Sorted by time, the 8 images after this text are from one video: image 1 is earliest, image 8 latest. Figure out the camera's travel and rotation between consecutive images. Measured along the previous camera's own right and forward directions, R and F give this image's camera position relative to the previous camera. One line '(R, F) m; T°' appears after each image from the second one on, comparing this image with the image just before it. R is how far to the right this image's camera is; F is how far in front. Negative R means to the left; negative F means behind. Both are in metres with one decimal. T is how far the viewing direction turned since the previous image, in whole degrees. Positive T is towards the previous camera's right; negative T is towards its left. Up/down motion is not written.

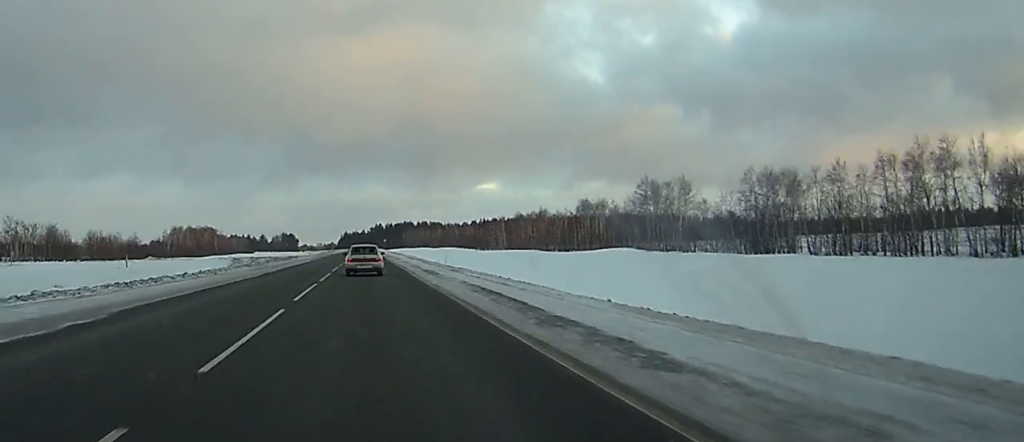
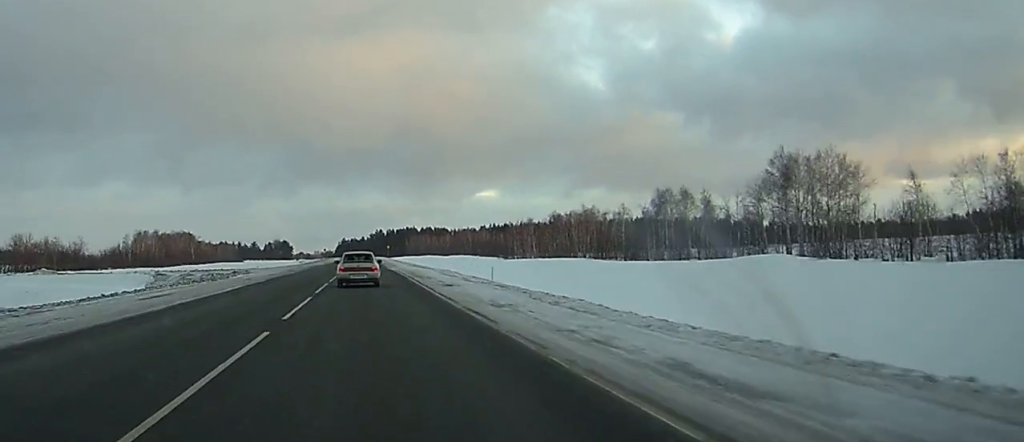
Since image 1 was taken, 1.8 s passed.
(+0.3, +51.9) m; 0°
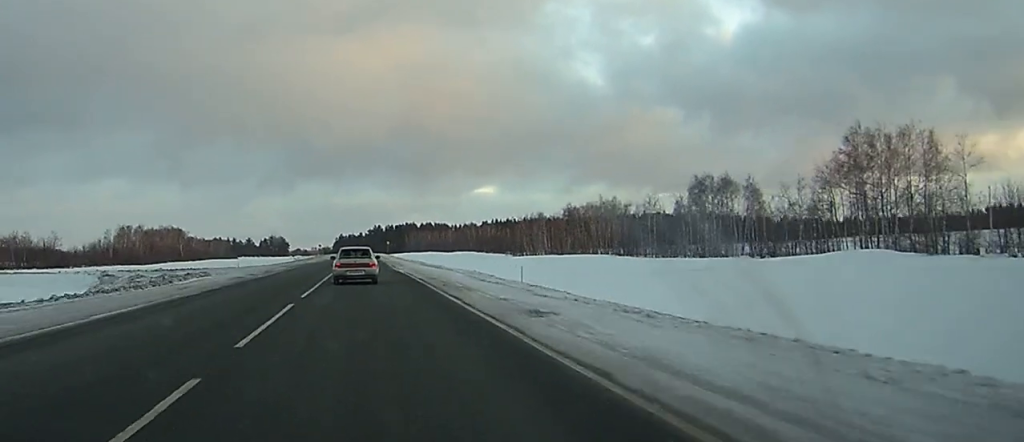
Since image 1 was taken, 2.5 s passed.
(0.0, +17.7) m; 0°
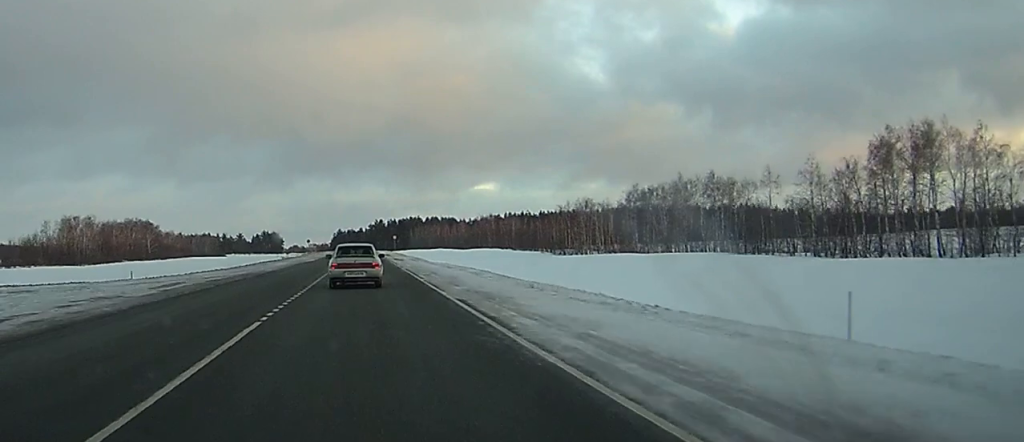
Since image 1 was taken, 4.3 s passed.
(+0.2, +49.7) m; 0°
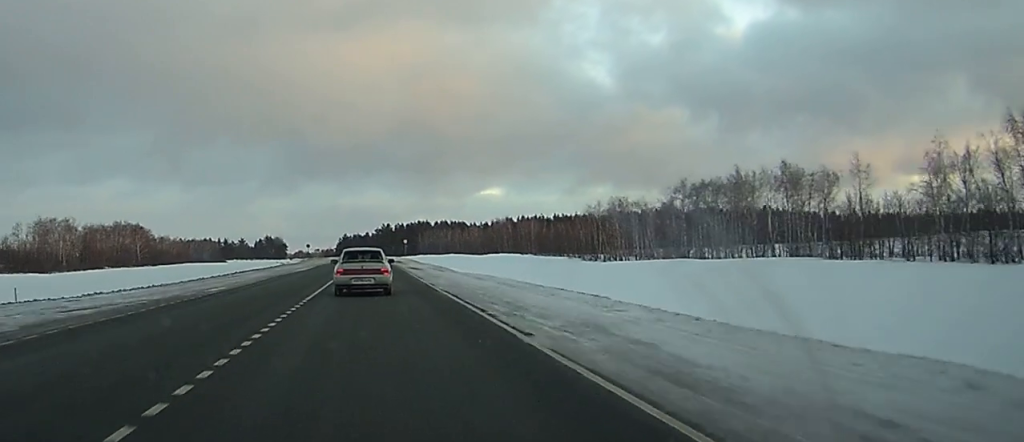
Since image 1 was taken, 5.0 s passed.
(0.0, +20.9) m; 0°
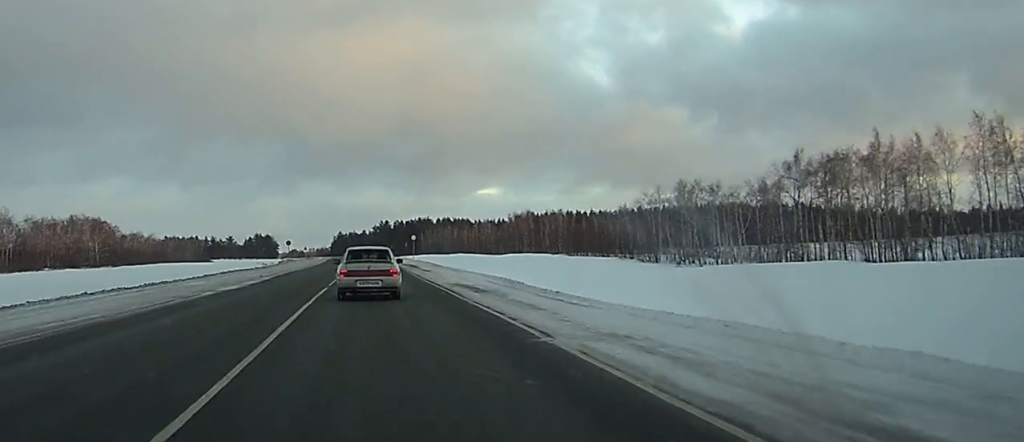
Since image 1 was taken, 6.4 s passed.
(-0.1, +37.8) m; 0°
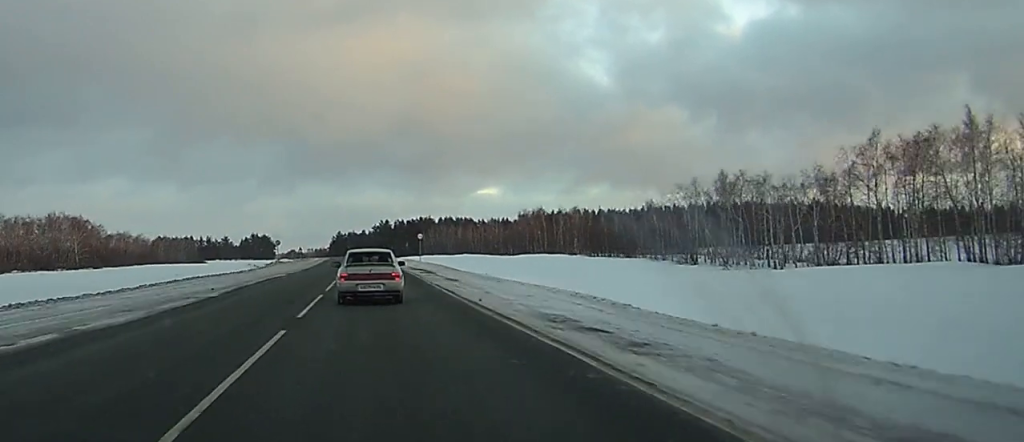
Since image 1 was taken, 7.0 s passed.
(0.0, +16.0) m; 0°
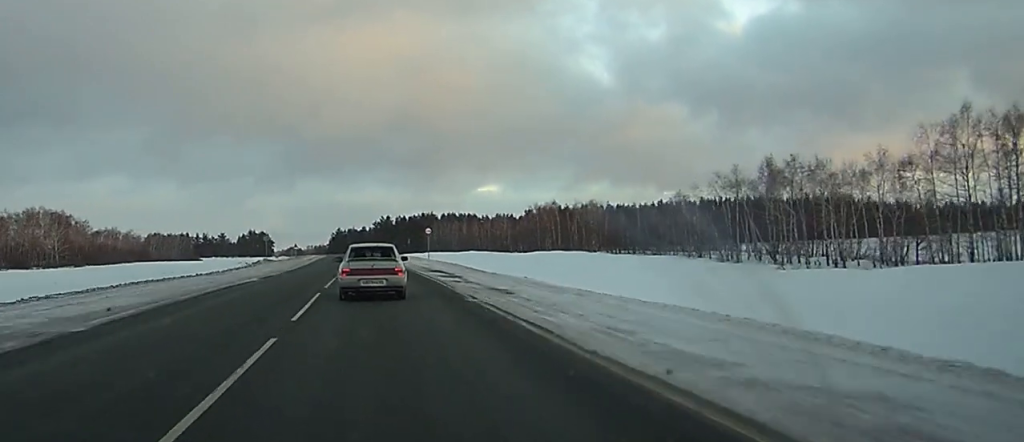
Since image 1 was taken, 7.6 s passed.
(0.0, +14.1) m; 0°
